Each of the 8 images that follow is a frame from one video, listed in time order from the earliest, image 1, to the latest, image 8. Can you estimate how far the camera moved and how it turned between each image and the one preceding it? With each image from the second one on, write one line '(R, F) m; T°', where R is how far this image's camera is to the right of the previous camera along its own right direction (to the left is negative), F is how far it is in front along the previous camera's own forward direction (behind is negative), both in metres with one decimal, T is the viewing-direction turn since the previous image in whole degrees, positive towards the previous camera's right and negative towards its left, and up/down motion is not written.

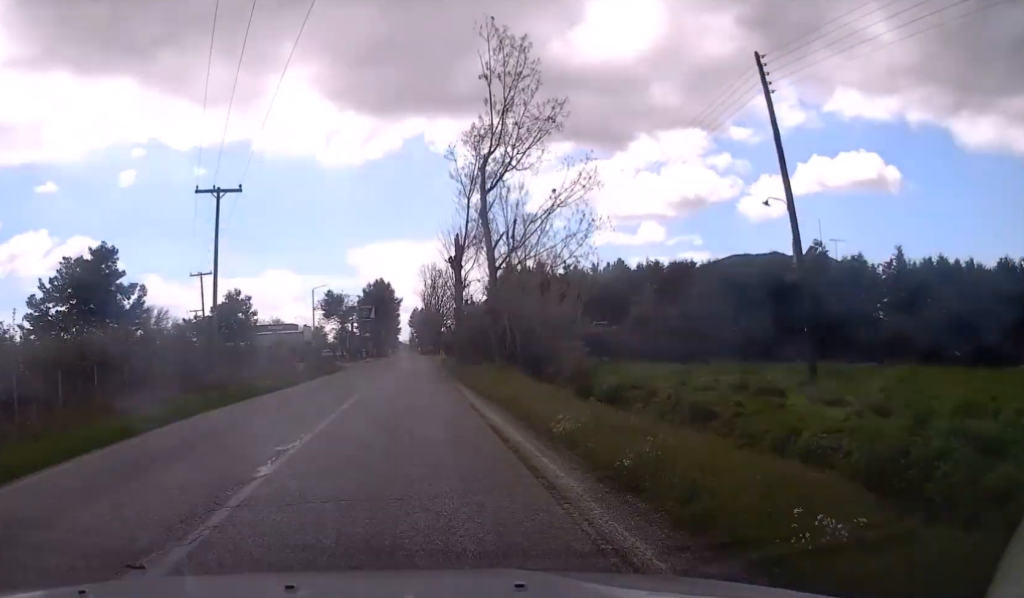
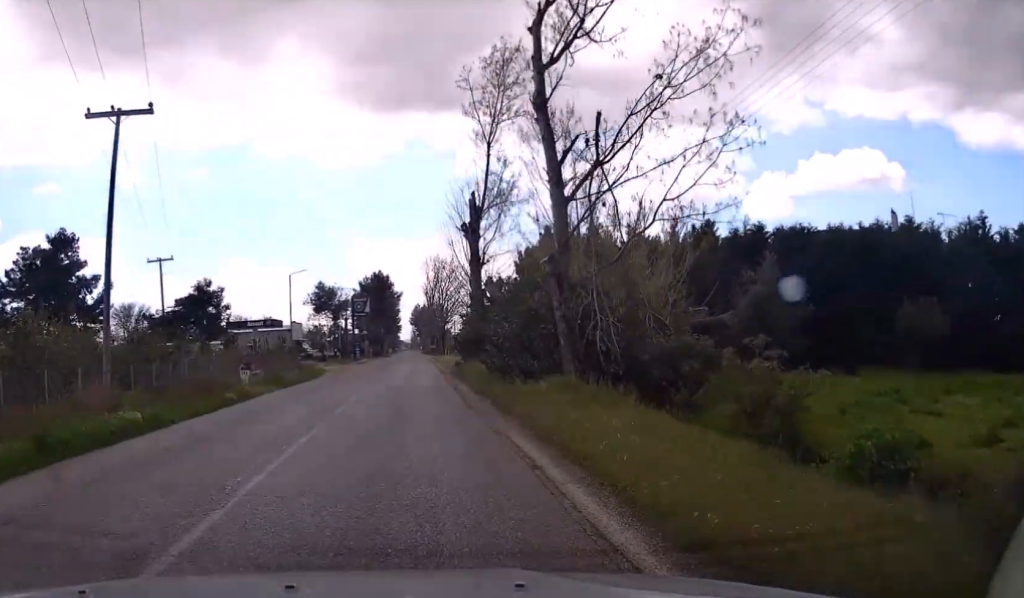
(+0.3, +14.3) m; 0°
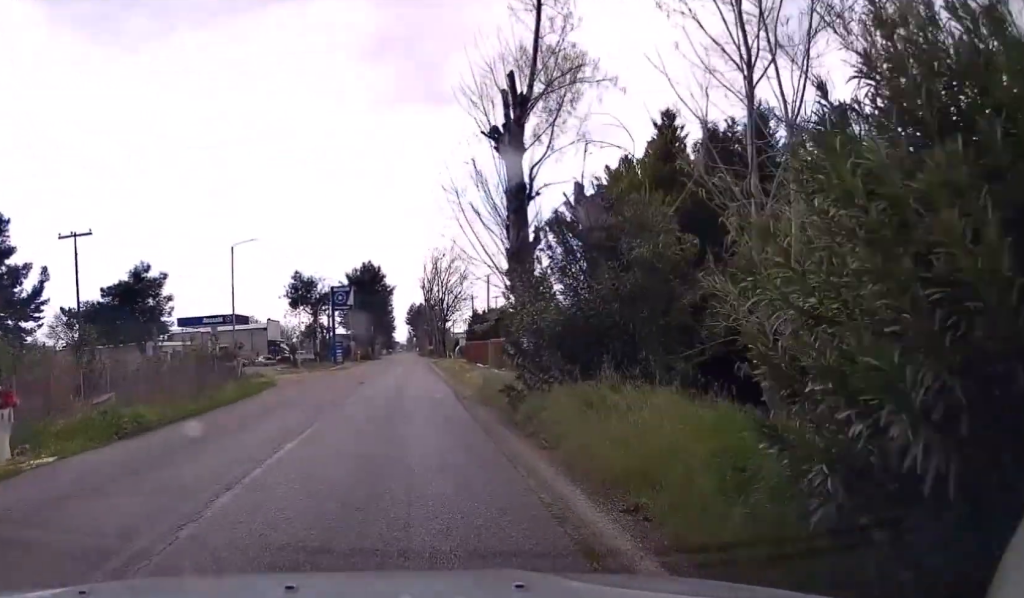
(-0.2, +19.0) m; -1°
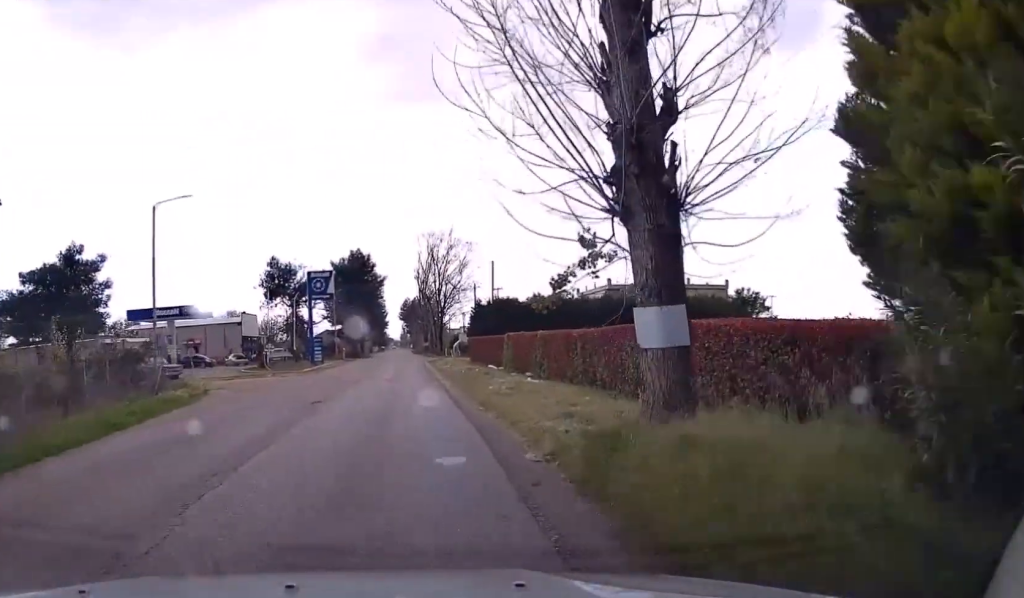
(-0.2, +12.4) m; 0°
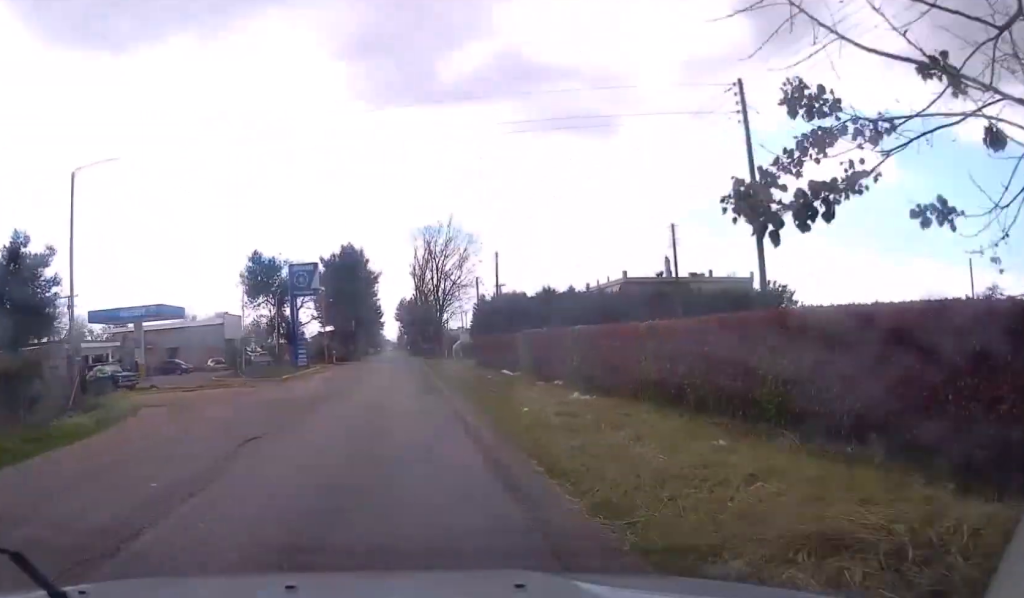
(+0.1, +7.5) m; 0°
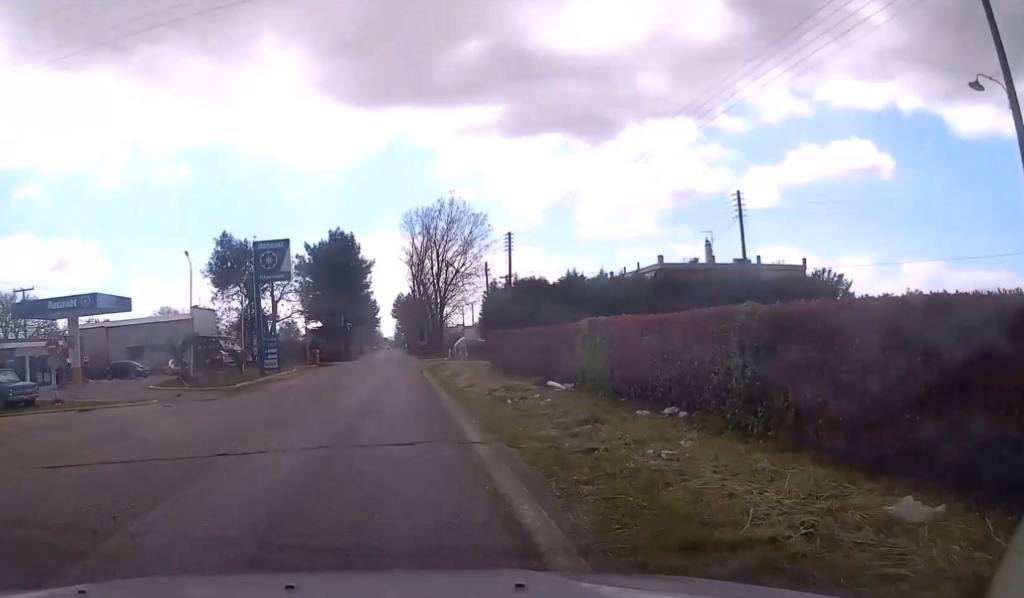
(+0.1, +11.8) m; 0°
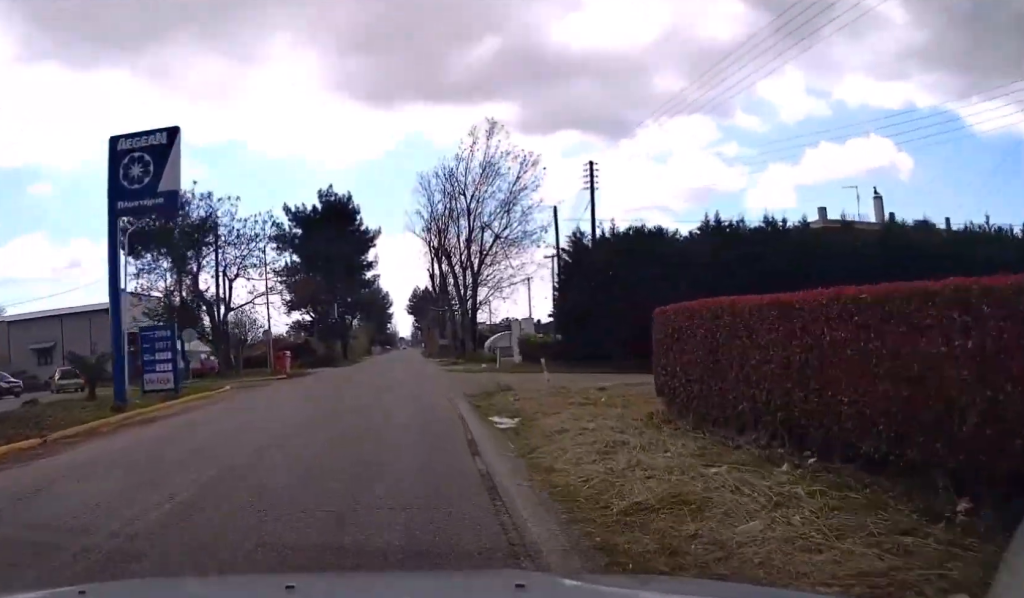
(-0.1, +24.2) m; -1°
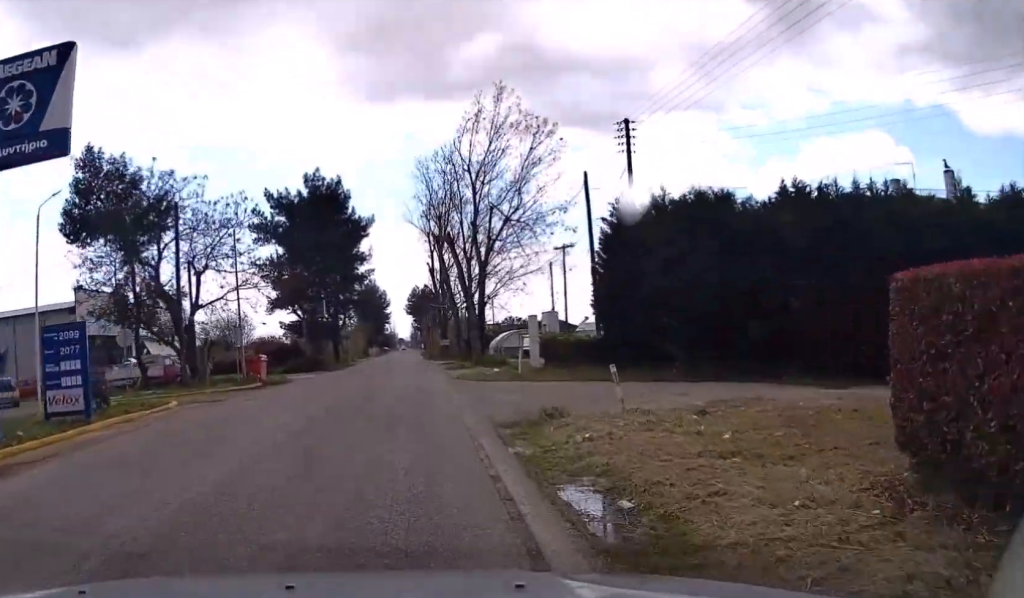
(-0.1, +7.0) m; 0°
